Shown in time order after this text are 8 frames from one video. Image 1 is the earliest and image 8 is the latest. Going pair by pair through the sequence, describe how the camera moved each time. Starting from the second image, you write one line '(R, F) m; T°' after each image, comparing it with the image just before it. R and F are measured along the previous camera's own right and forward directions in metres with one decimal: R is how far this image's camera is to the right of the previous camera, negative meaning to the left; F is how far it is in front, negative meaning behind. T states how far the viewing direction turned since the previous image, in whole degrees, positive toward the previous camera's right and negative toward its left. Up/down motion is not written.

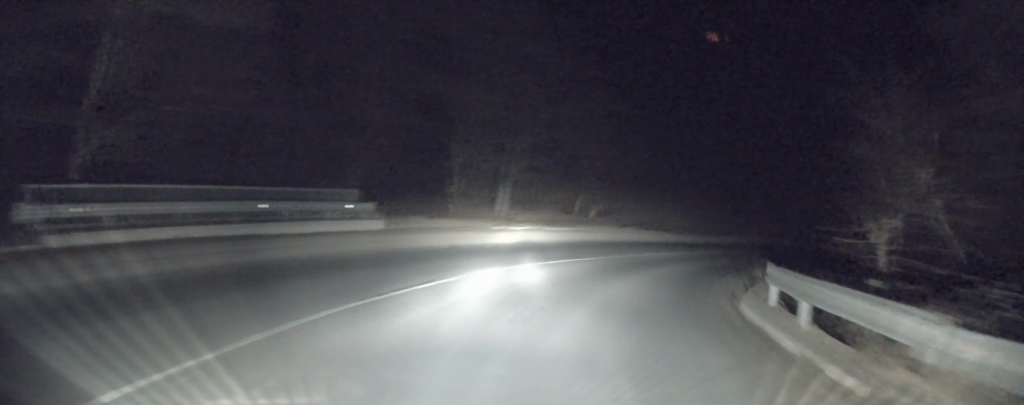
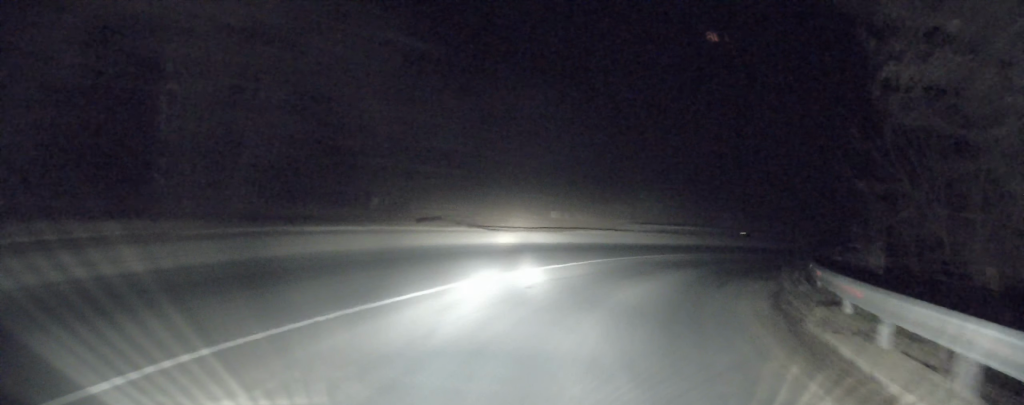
(+1.7, +11.7) m; +16°
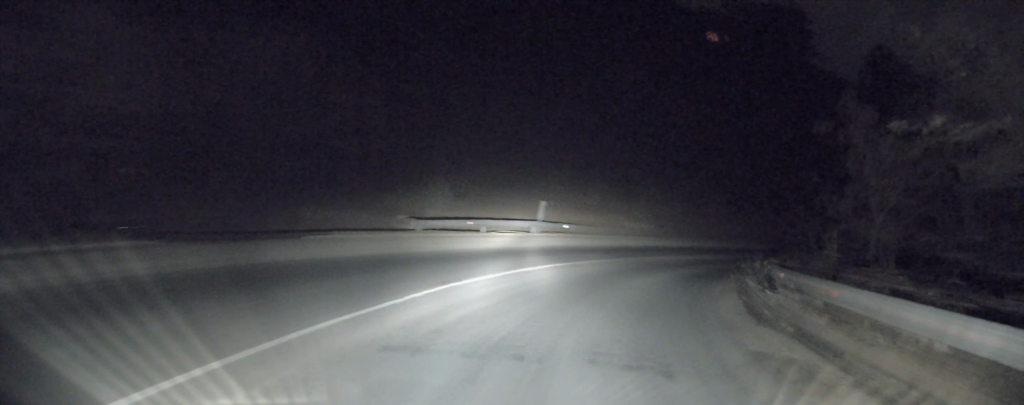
(+1.4, +12.0) m; +18°
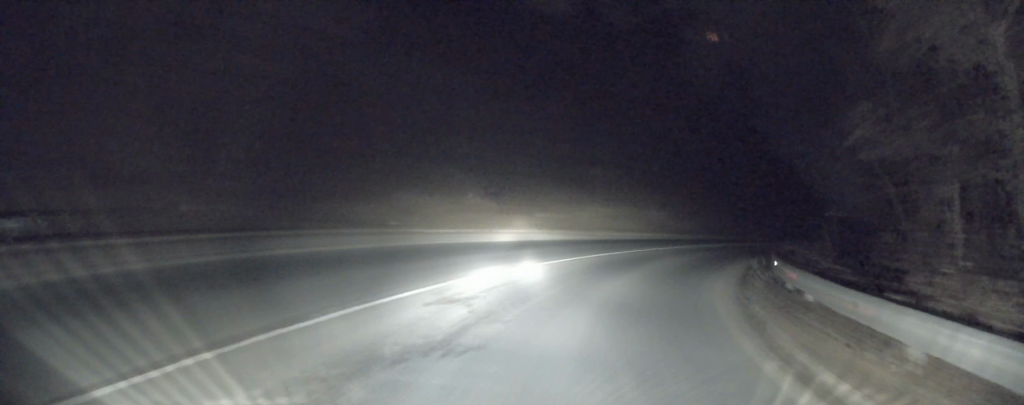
(+7.8, +22.1) m; +36°
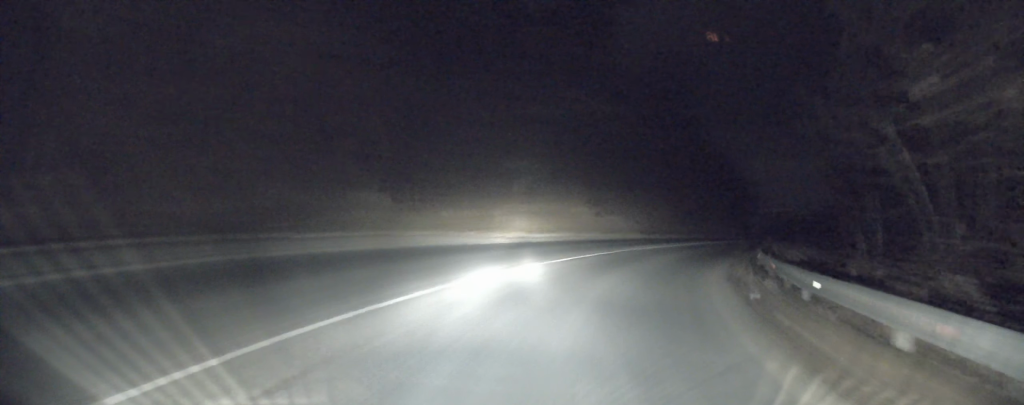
(+0.6, +5.6) m; +6°
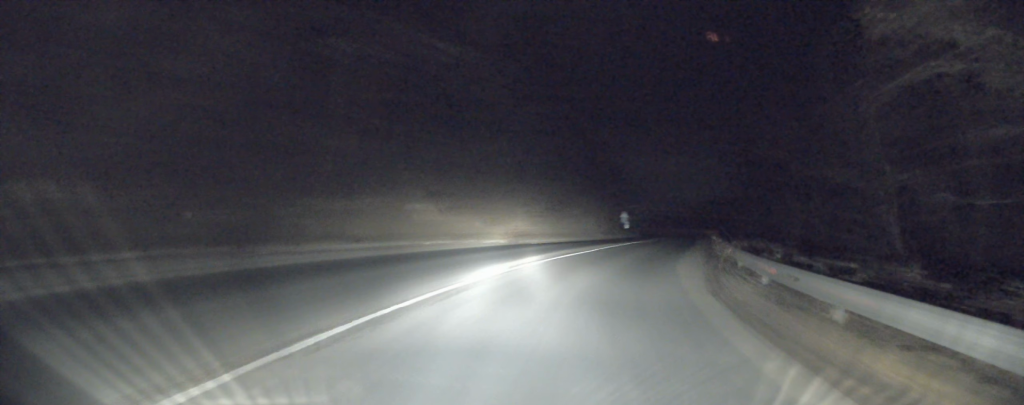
(+1.1, +11.0) m; +11°
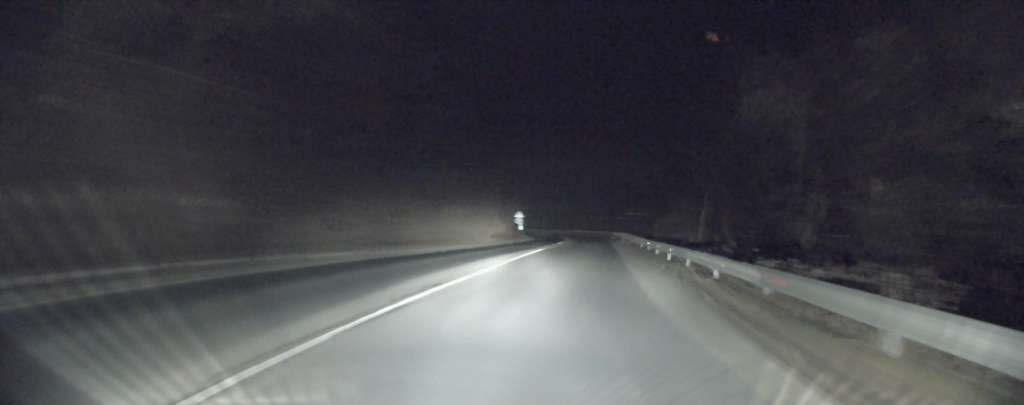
(+0.7, +10.0) m; +7°
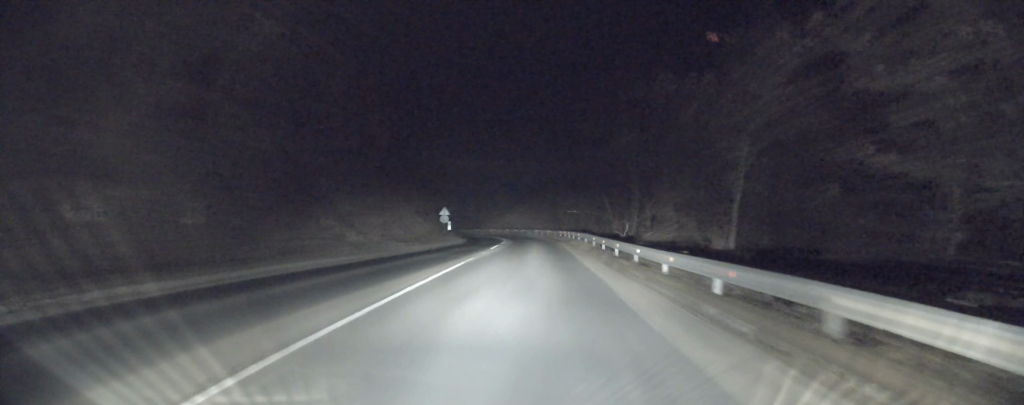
(+0.7, +11.0) m; +5°
